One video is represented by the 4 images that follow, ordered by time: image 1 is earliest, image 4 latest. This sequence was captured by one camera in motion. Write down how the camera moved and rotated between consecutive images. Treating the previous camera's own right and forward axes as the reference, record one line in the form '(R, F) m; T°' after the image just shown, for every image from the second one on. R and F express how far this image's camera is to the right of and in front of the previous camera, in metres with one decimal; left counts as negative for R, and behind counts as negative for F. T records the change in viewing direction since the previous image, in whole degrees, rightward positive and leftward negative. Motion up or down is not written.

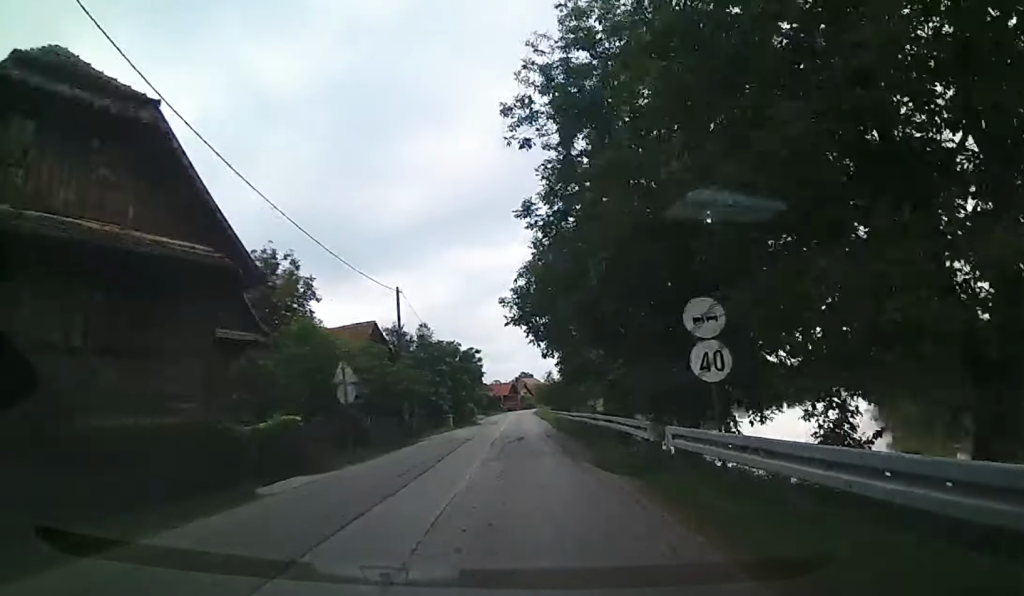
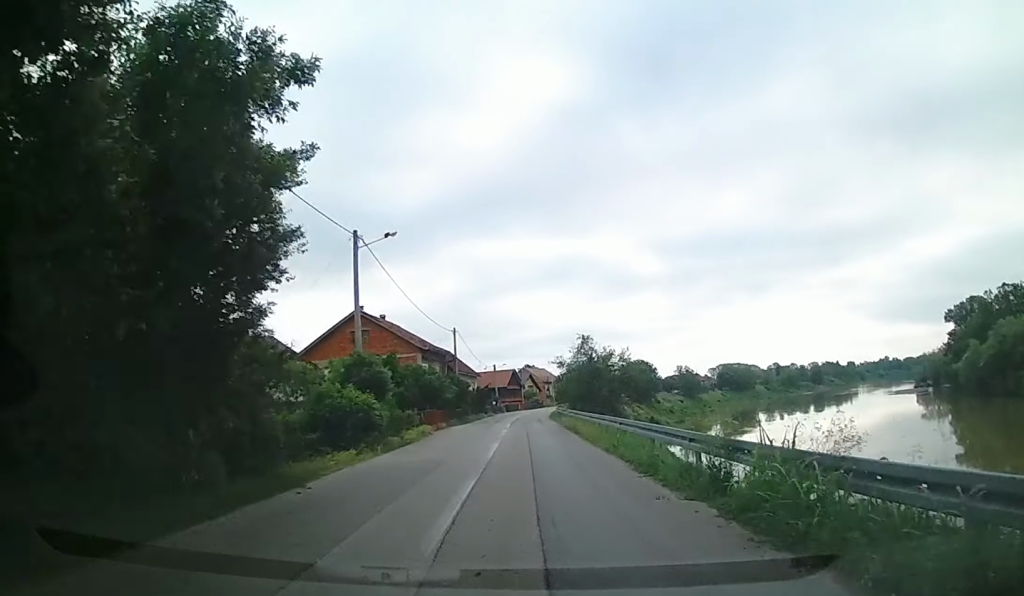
(-1.1, +49.7) m; -1°
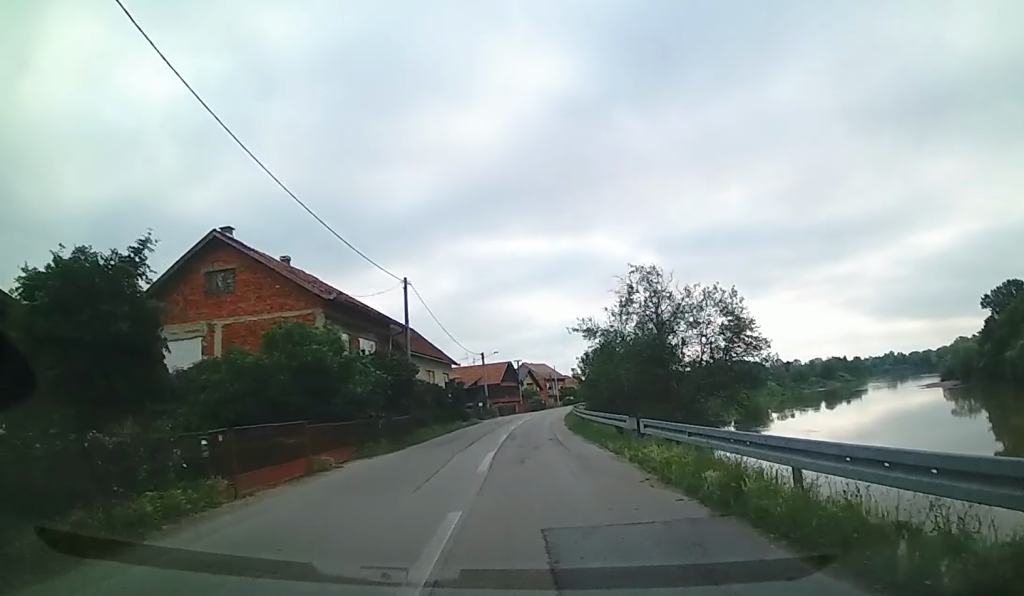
(+0.4, +24.5) m; +2°
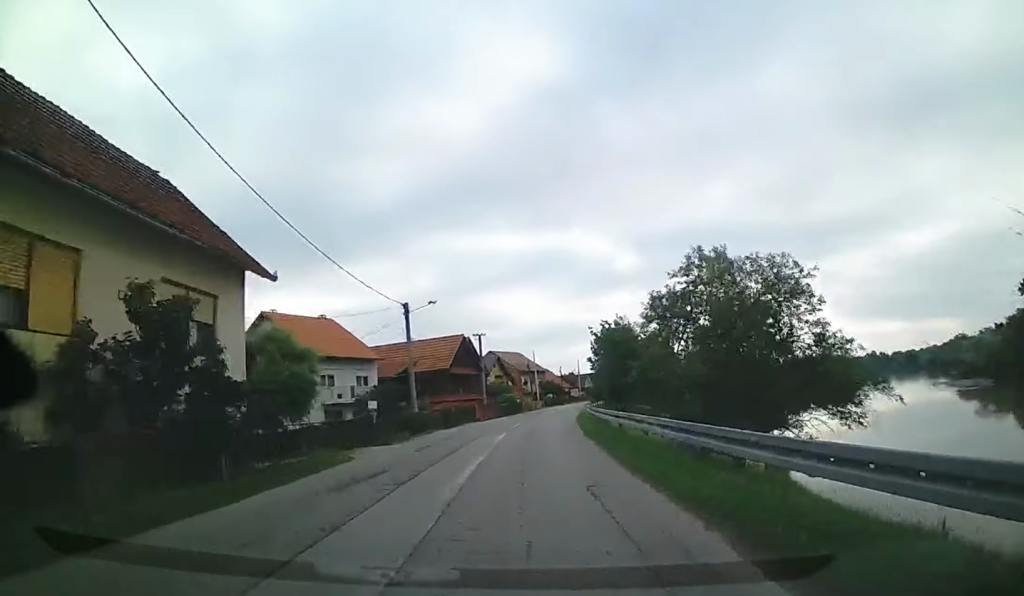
(+0.4, +35.4) m; +2°
